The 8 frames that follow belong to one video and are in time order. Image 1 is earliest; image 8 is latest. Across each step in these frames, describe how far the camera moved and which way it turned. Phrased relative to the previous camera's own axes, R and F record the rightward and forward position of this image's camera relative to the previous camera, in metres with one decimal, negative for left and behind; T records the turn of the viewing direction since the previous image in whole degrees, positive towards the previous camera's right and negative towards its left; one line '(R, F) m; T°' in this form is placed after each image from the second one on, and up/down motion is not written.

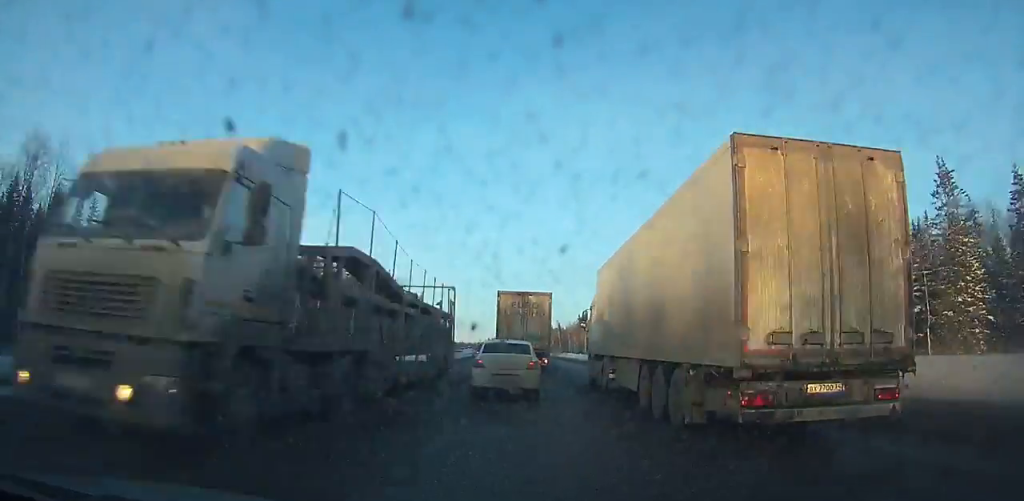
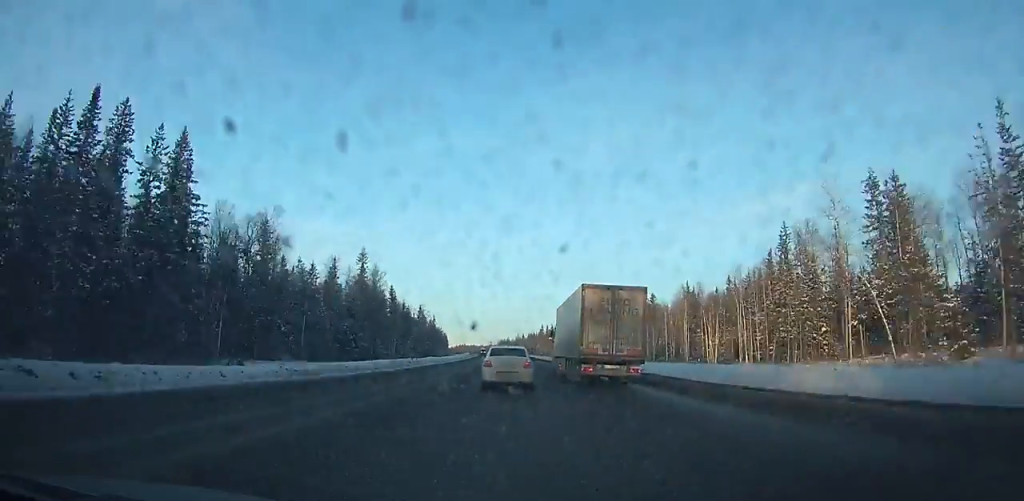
(-2.1, +133.5) m; -2°
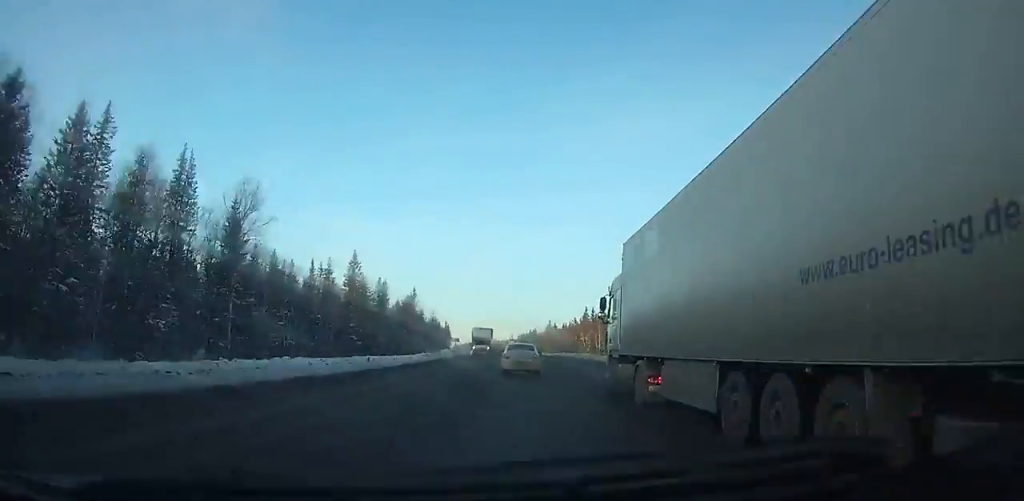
(-2.7, +126.2) m; -2°
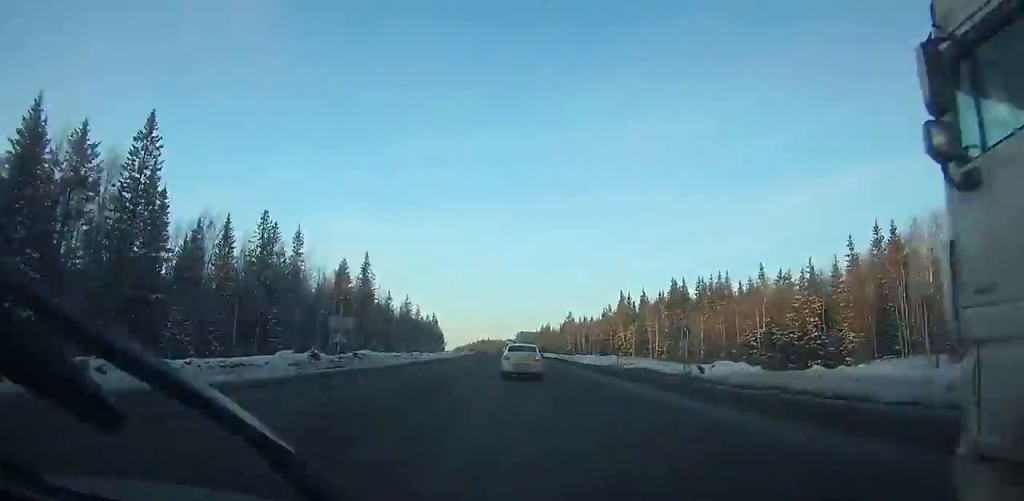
(-0.3, +65.3) m; -1°
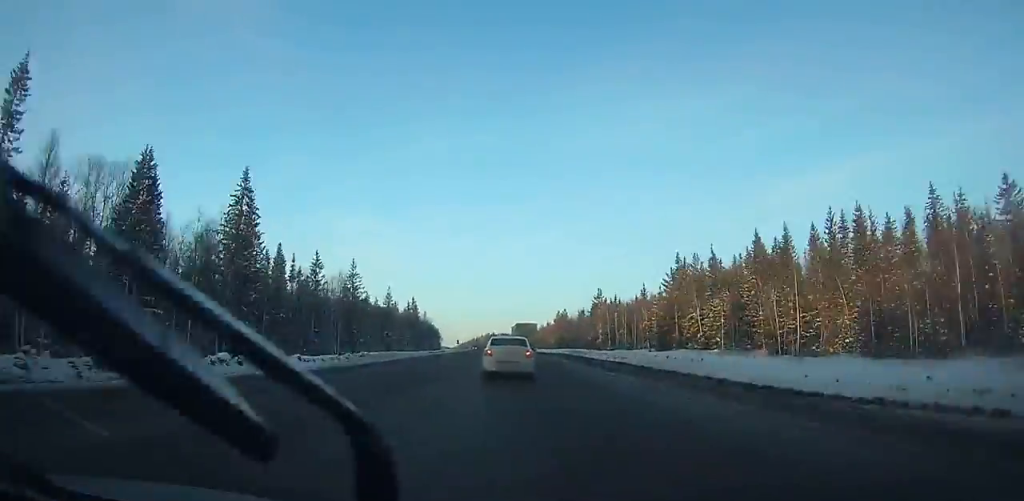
(-0.7, +51.1) m; -1°
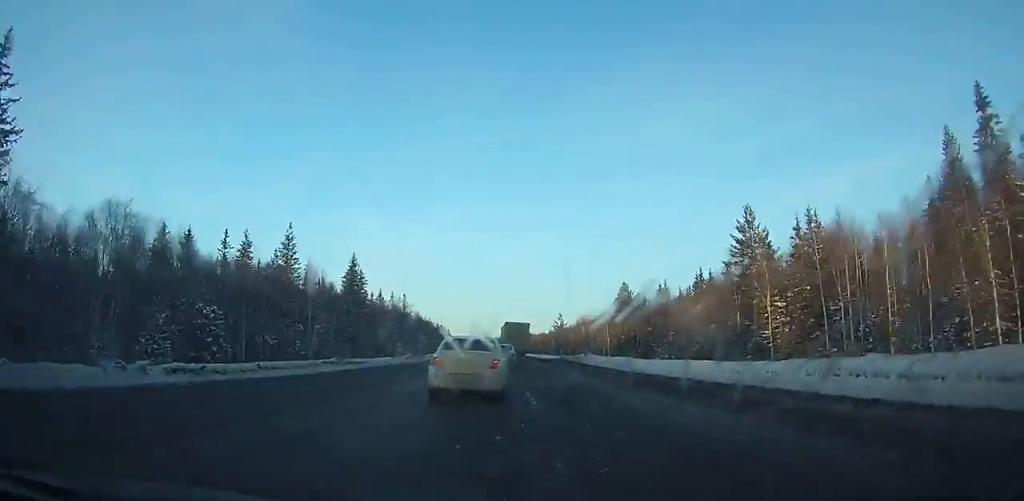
(-1.7, +78.9) m; -2°
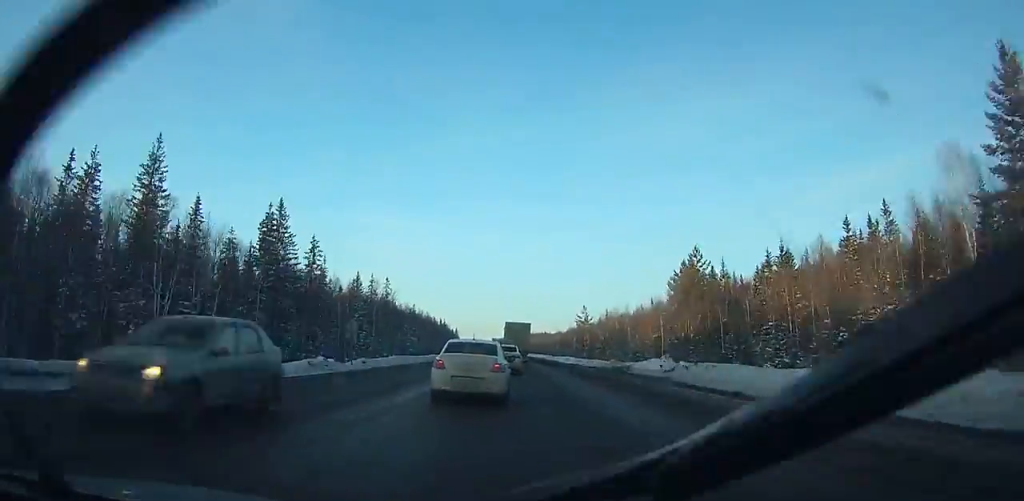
(-0.5, +33.3) m; -1°
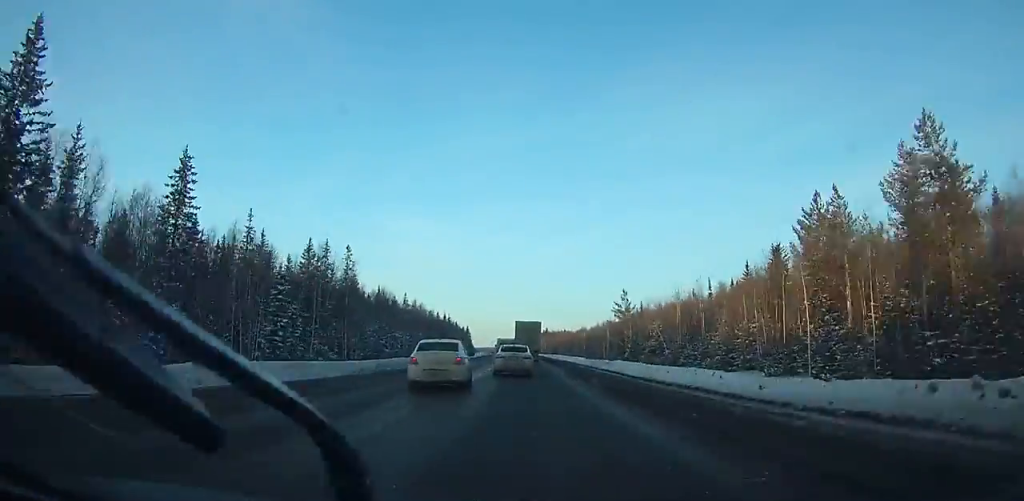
(-0.3, +38.8) m; -1°
